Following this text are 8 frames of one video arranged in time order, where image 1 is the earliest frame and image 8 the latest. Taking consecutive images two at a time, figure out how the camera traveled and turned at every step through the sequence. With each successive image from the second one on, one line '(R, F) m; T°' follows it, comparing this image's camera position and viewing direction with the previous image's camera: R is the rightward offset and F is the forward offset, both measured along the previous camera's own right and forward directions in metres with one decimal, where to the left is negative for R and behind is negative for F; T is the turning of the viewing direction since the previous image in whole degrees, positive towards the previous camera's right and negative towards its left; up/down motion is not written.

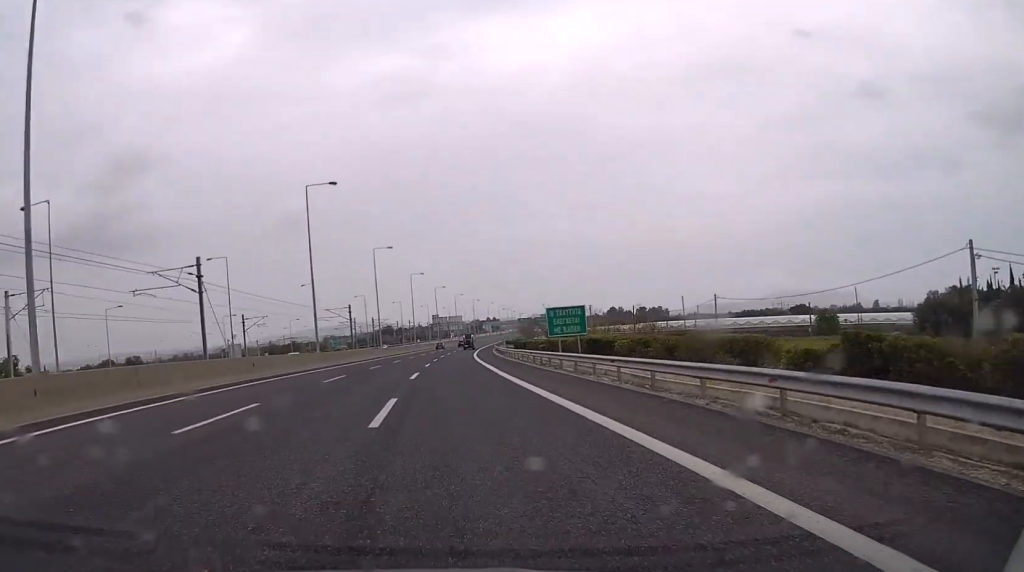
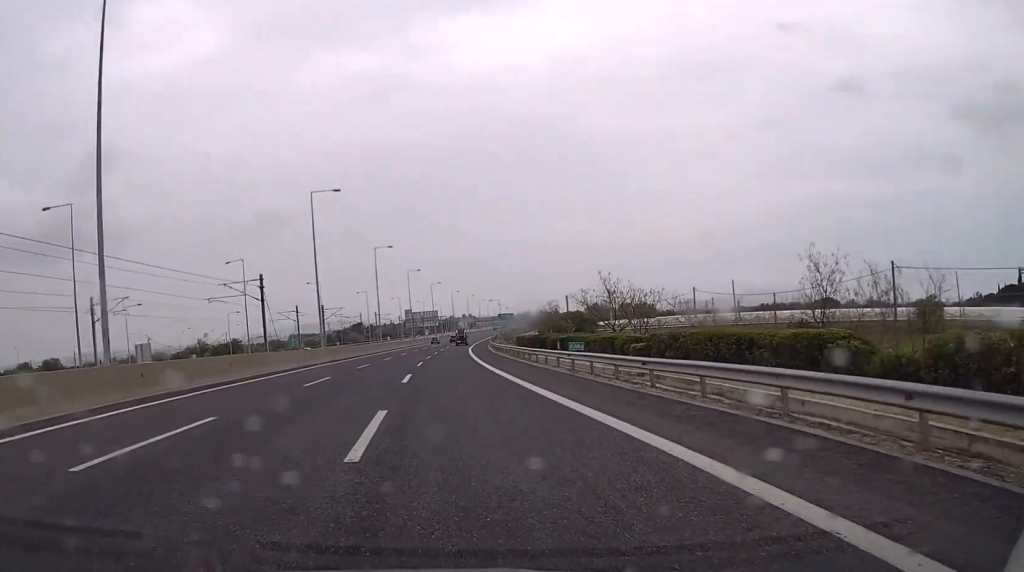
(+0.5, +39.7) m; +1°
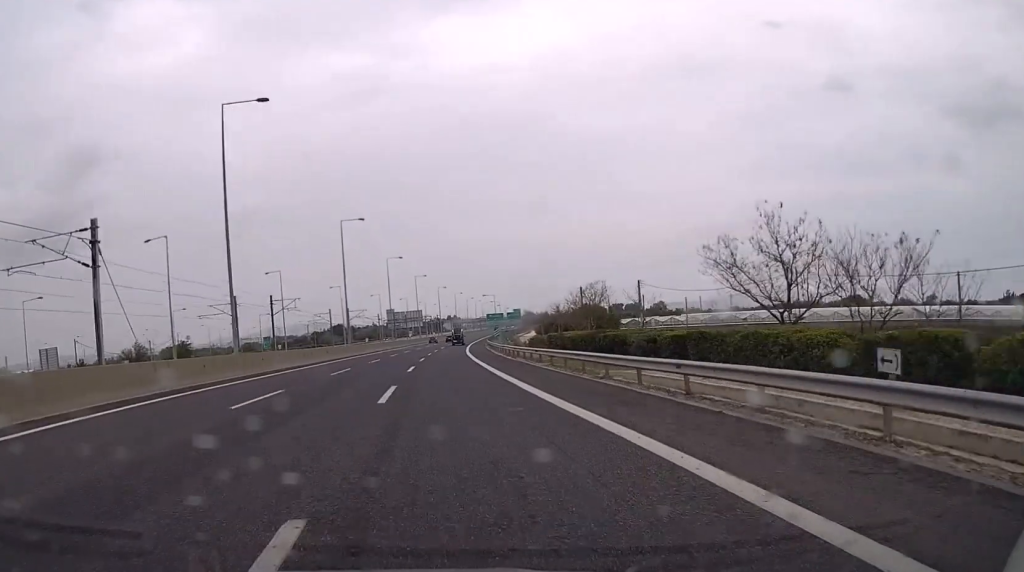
(+0.2, +27.2) m; +1°
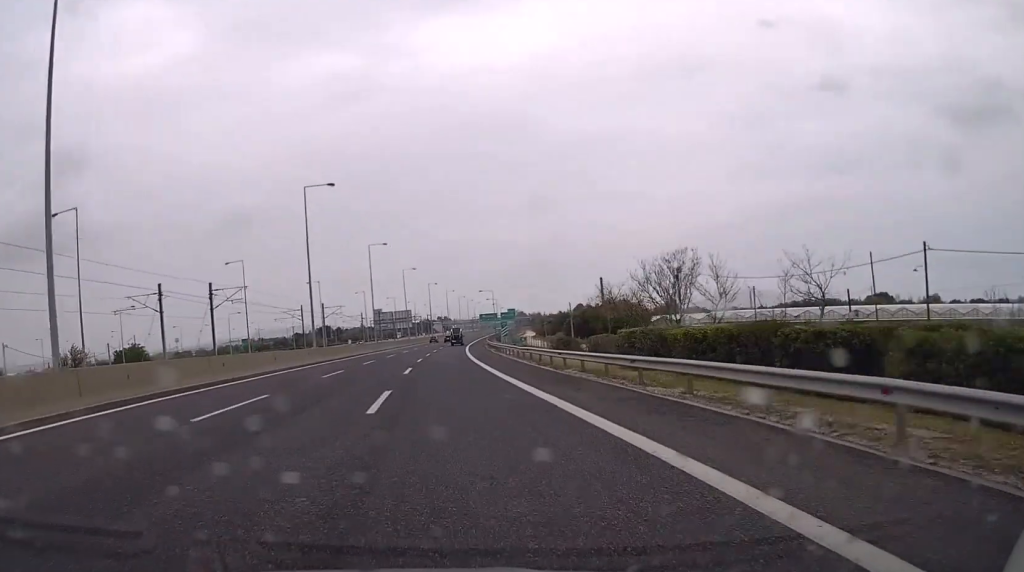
(+0.2, +20.4) m; +1°
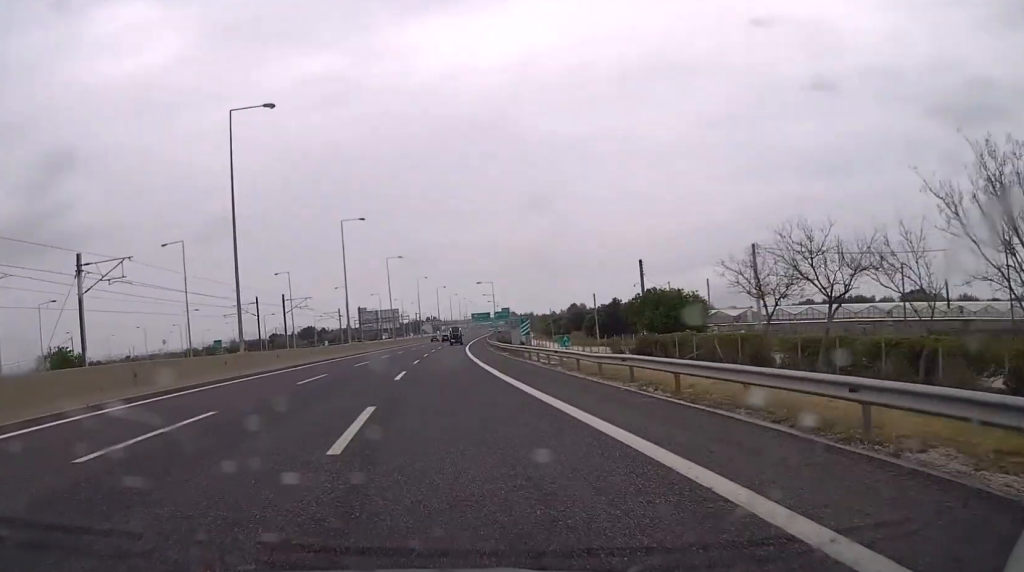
(+0.3, +23.4) m; +1°
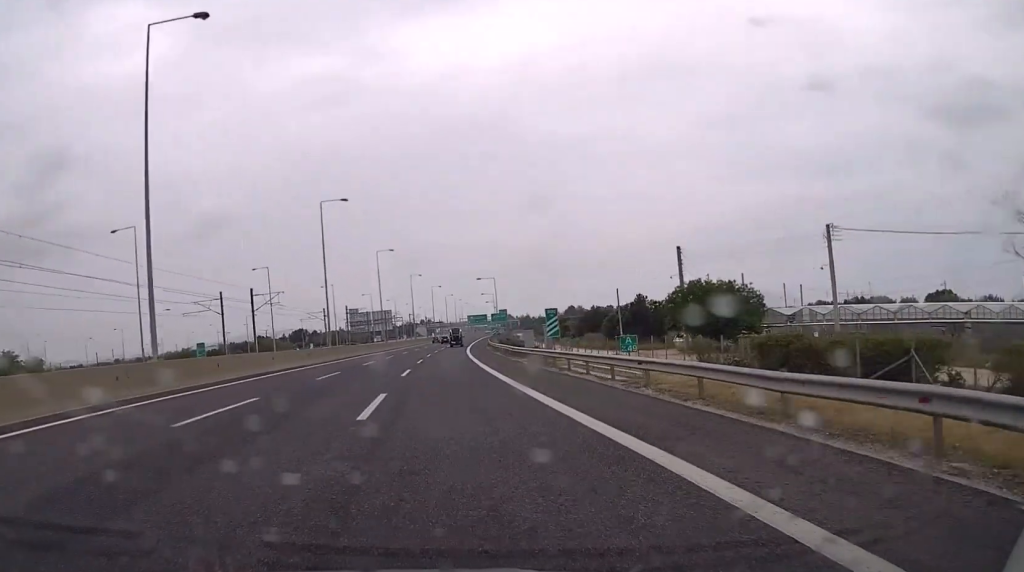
(+0.1, +13.6) m; 0°
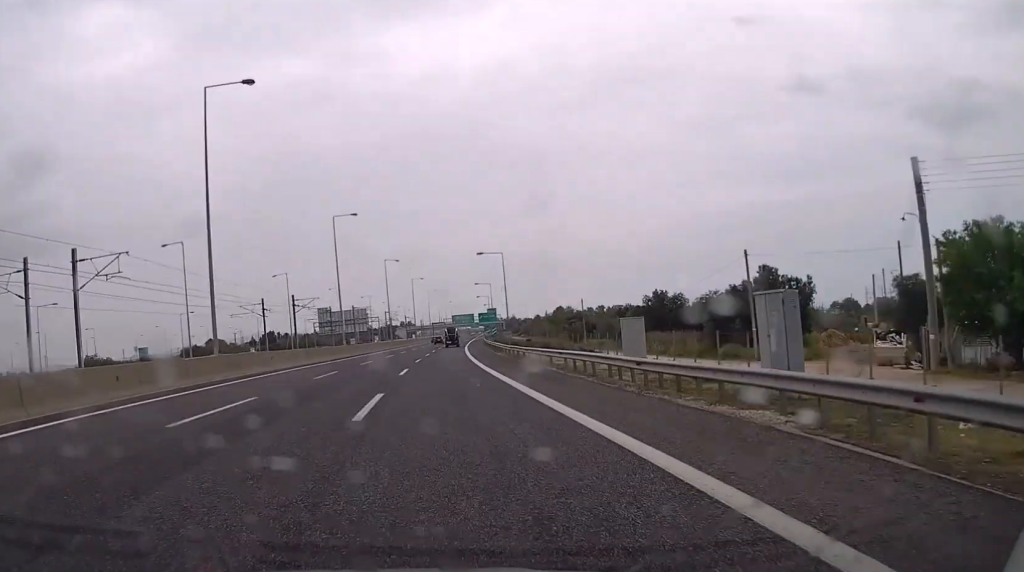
(+0.2, +35.9) m; +1°
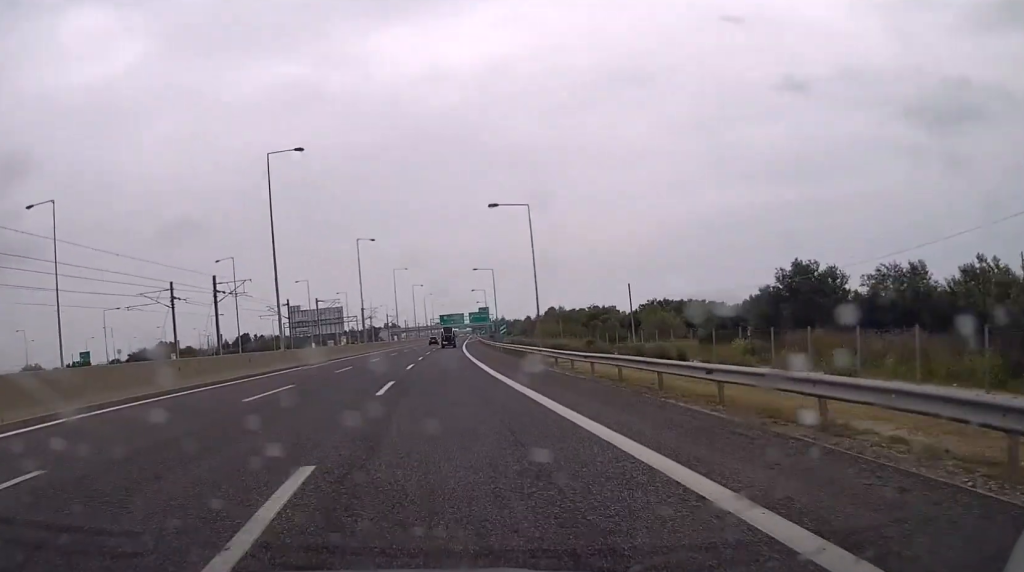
(+0.5, +29.9) m; +1°
